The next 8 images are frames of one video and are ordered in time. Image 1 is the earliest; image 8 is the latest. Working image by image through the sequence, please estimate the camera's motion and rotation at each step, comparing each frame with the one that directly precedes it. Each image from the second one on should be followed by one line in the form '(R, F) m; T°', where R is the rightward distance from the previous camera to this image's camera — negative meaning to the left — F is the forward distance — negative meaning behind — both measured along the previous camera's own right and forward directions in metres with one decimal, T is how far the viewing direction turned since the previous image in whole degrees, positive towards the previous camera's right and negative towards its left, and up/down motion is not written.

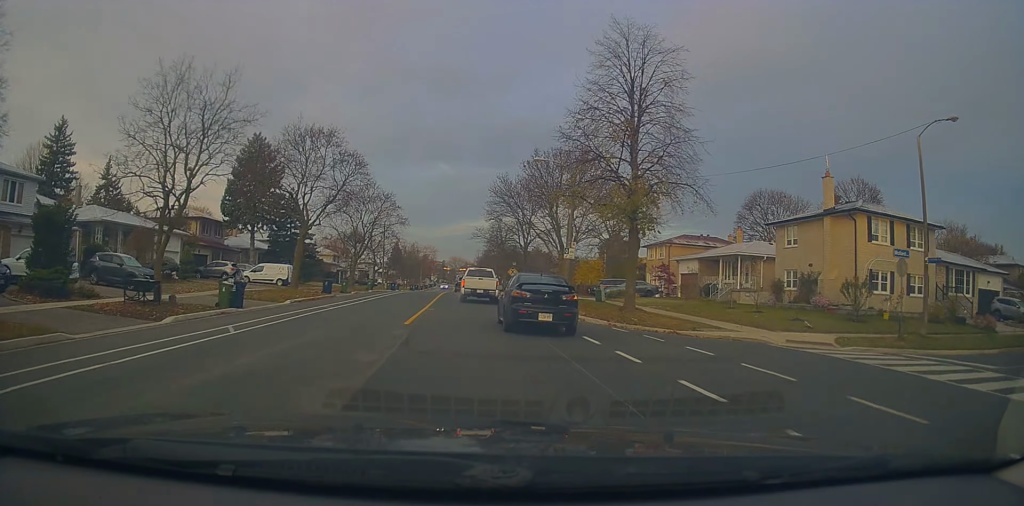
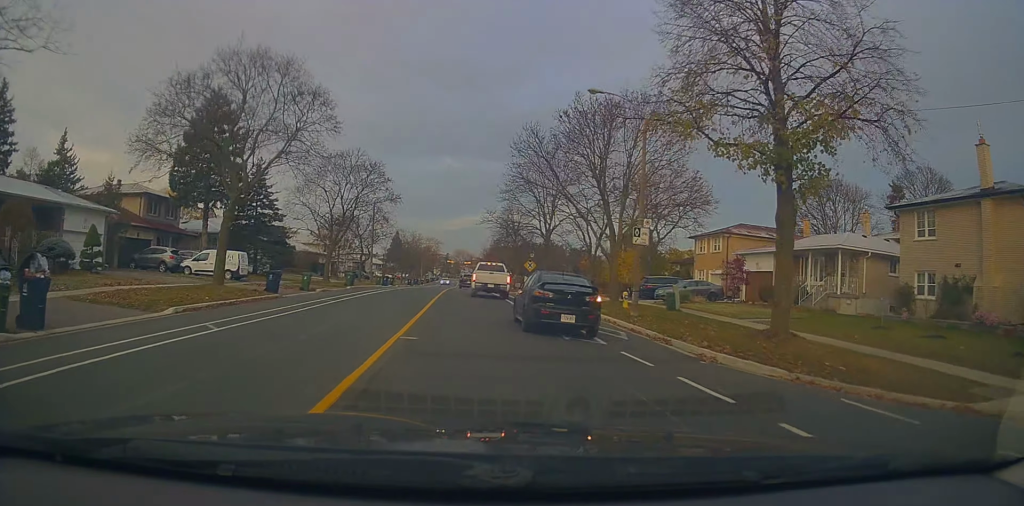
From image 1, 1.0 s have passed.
(+0.4, +11.8) m; +1°
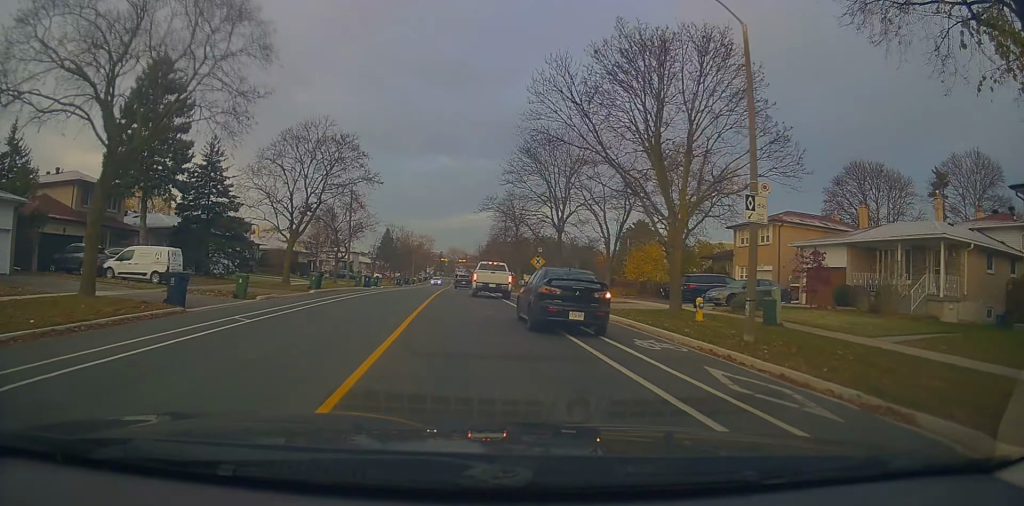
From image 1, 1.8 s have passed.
(+0.1, +8.5) m; -2°
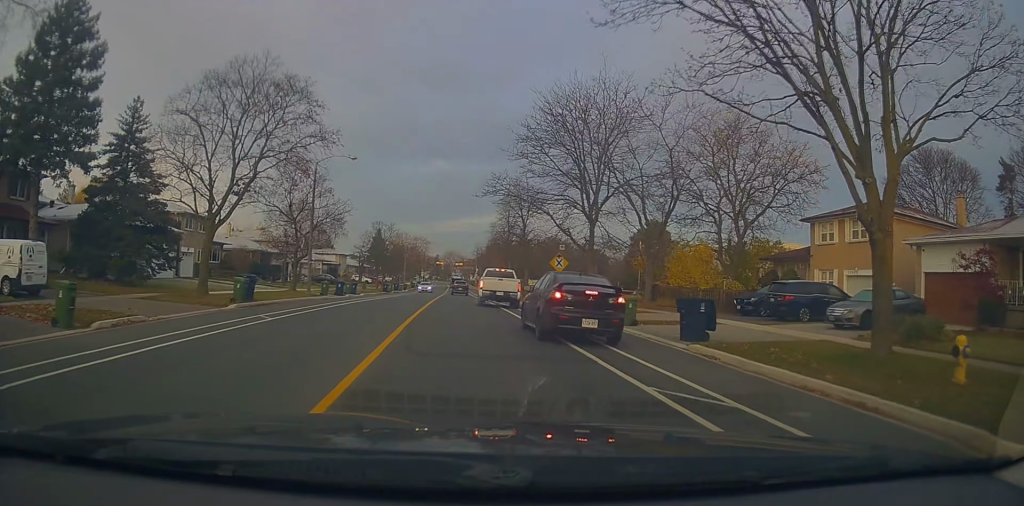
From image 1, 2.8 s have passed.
(-0.5, +10.9) m; 0°
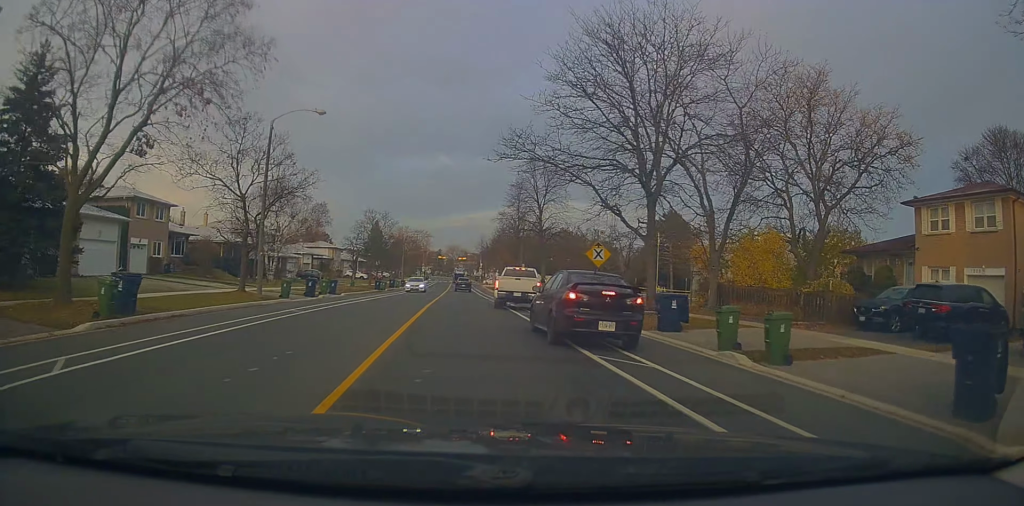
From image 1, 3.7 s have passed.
(+0.5, +9.9) m; +3°
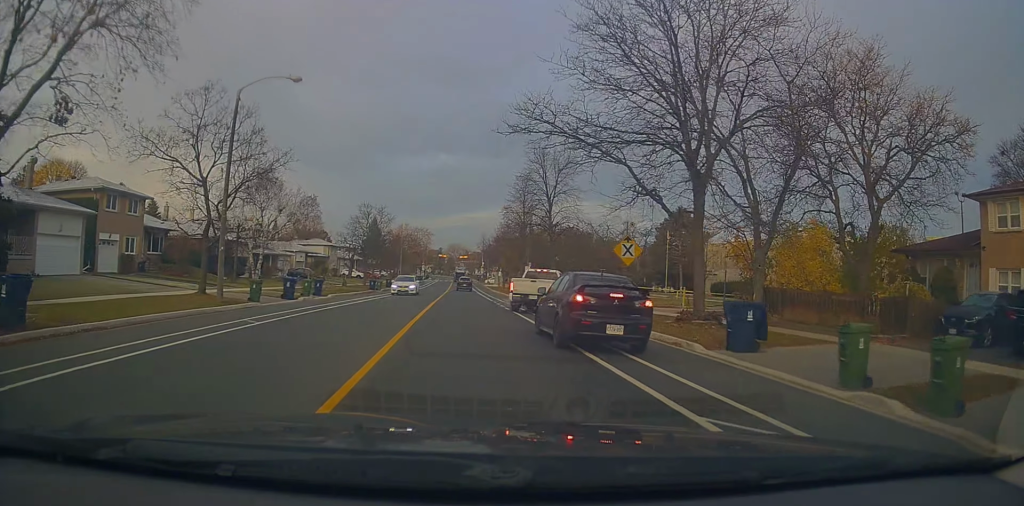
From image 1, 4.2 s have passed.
(0.0, +4.8) m; 0°
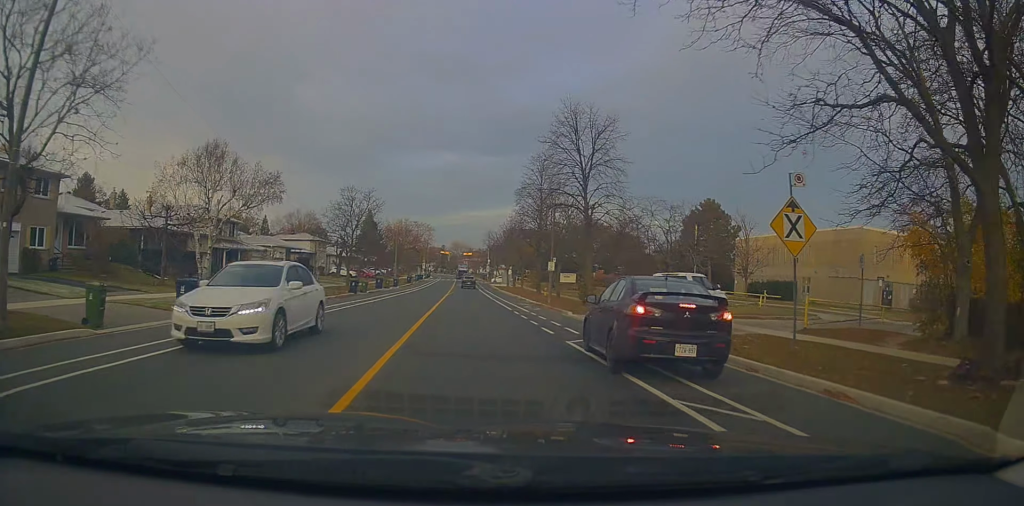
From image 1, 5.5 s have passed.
(0.0, +12.0) m; -3°
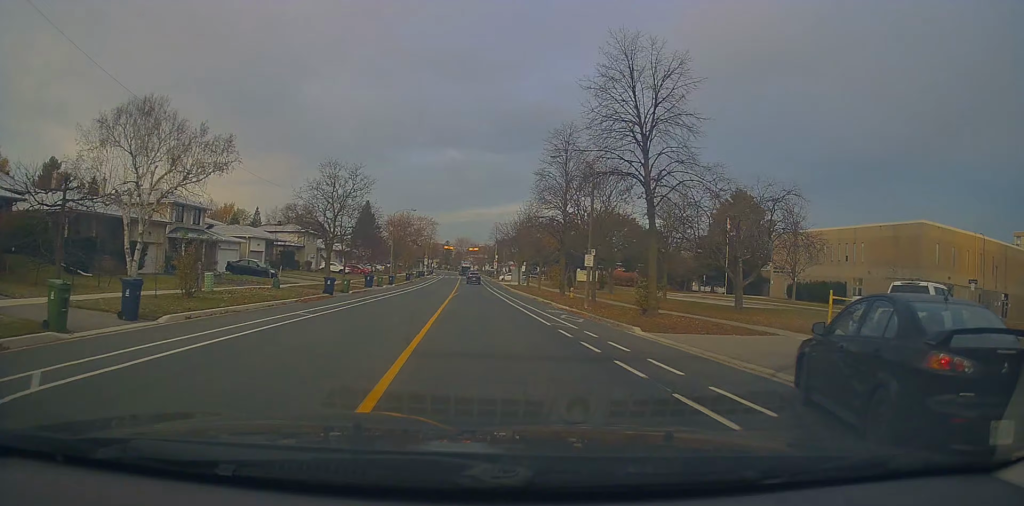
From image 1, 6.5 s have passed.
(-0.4, +8.7) m; -1°
